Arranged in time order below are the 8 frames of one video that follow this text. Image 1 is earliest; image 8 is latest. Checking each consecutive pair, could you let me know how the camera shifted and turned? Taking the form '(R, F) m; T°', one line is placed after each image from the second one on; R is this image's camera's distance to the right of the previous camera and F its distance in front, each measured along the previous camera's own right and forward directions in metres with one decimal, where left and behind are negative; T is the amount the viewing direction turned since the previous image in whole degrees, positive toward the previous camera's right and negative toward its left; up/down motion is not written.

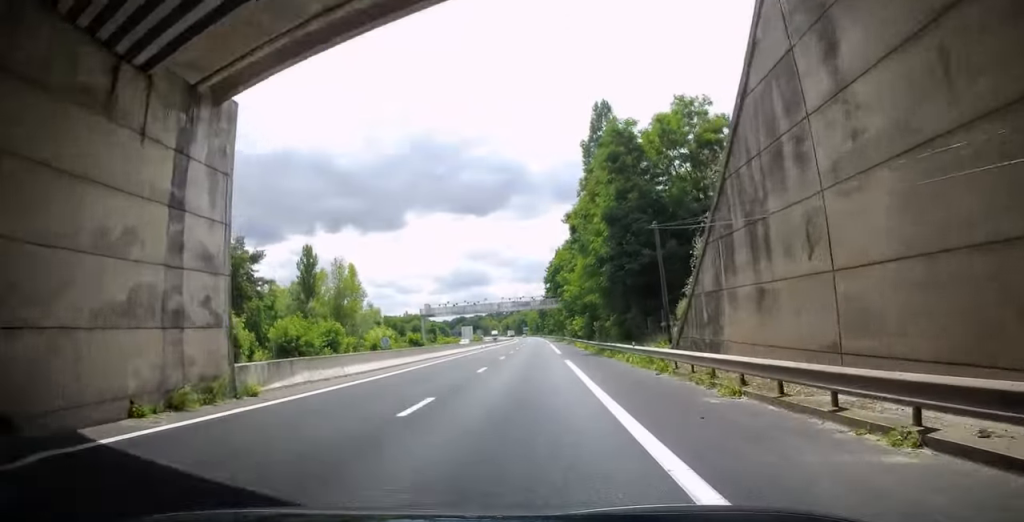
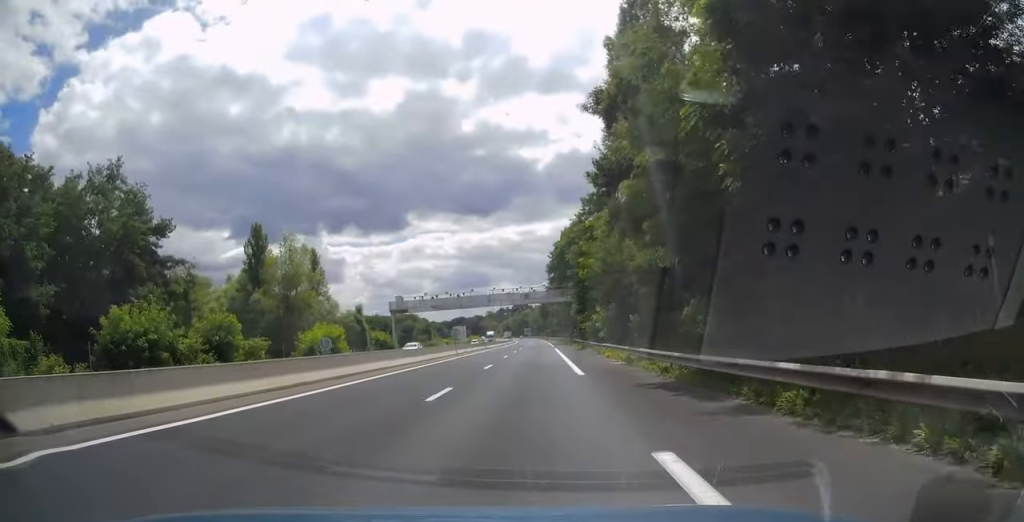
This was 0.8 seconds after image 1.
(-0.1, +23.4) m; 0°
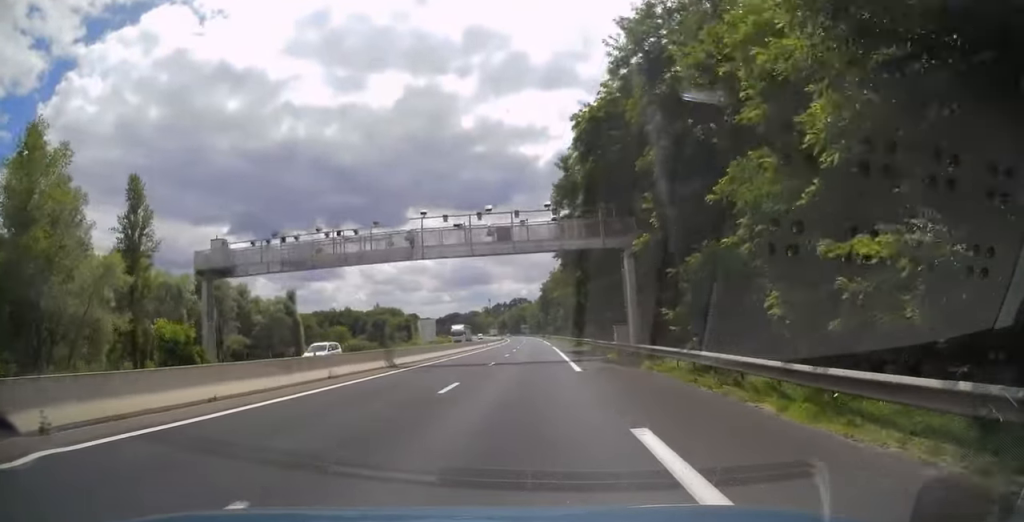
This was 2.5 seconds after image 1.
(+0.3, +50.4) m; 0°
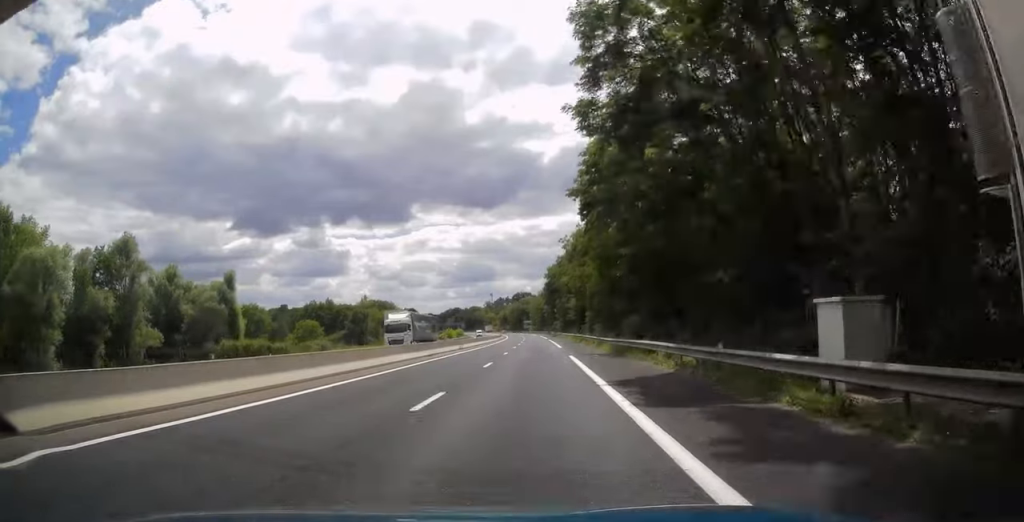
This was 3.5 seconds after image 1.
(-0.4, +29.6) m; -1°
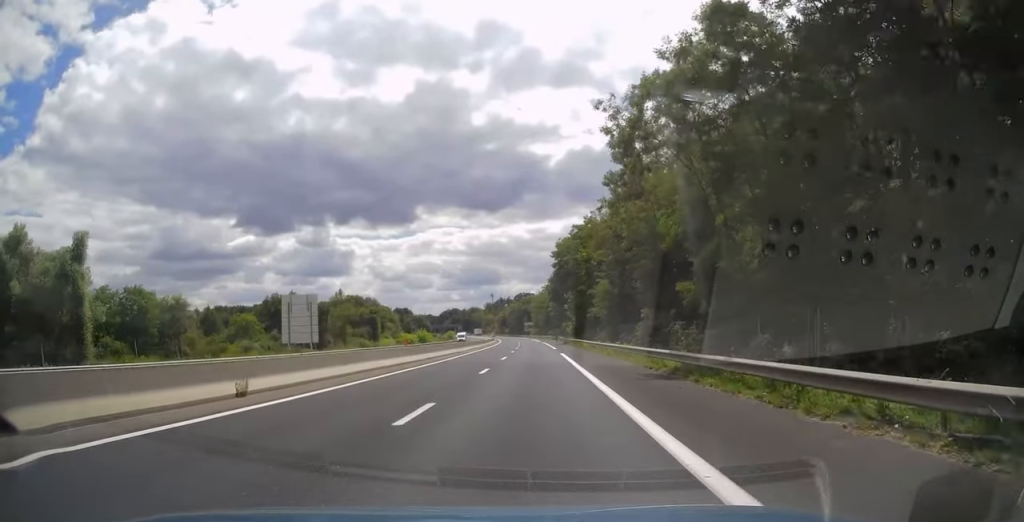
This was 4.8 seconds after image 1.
(0.0, +40.5) m; 0°
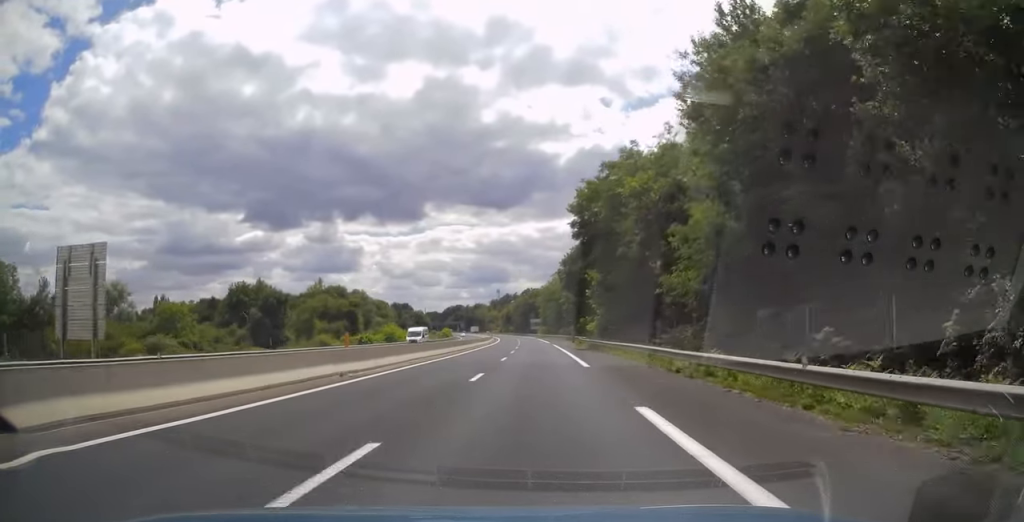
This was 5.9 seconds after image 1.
(-0.1, +31.0) m; -1°
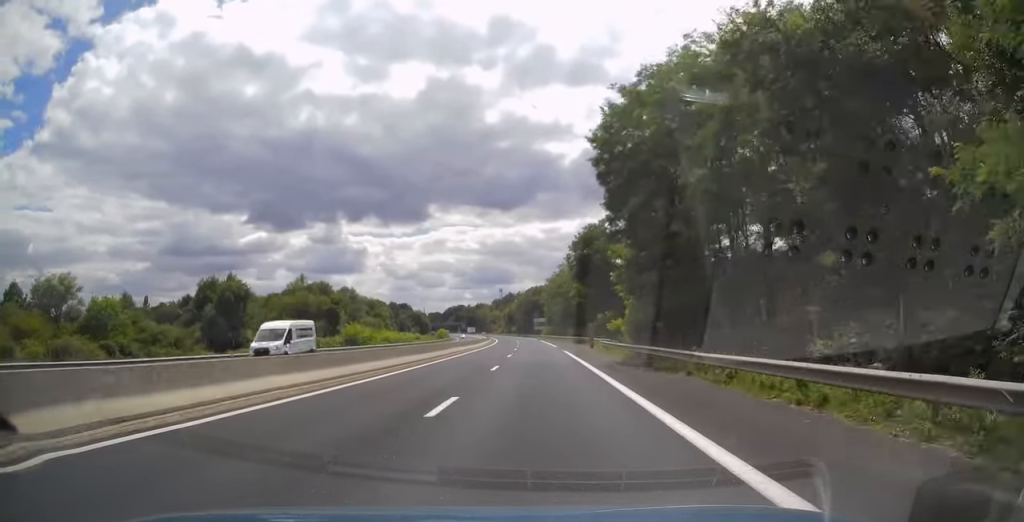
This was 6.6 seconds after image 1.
(-0.1, +20.2) m; -1°
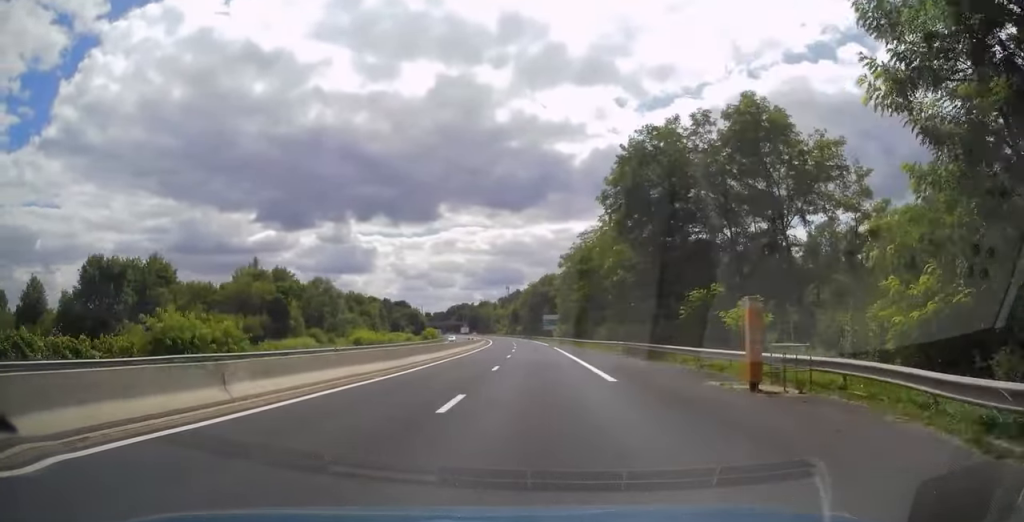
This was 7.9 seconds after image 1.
(-0.8, +38.6) m; -1°
